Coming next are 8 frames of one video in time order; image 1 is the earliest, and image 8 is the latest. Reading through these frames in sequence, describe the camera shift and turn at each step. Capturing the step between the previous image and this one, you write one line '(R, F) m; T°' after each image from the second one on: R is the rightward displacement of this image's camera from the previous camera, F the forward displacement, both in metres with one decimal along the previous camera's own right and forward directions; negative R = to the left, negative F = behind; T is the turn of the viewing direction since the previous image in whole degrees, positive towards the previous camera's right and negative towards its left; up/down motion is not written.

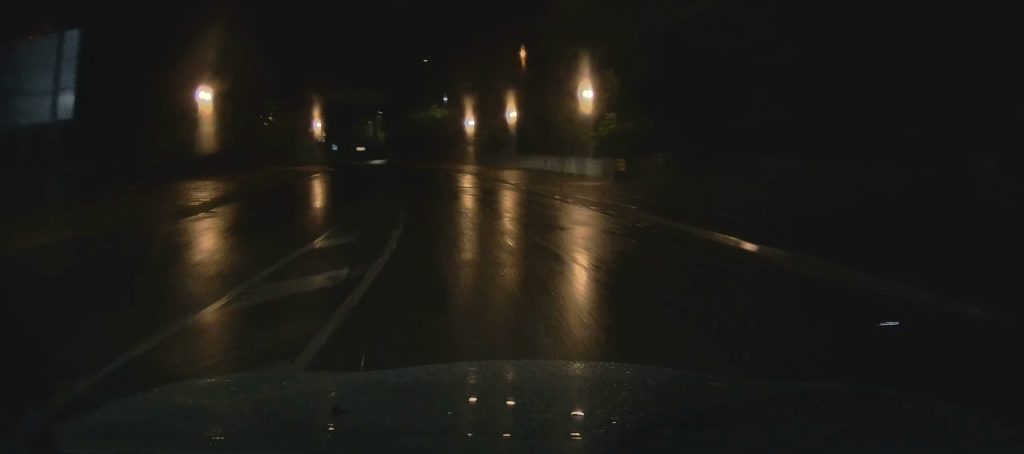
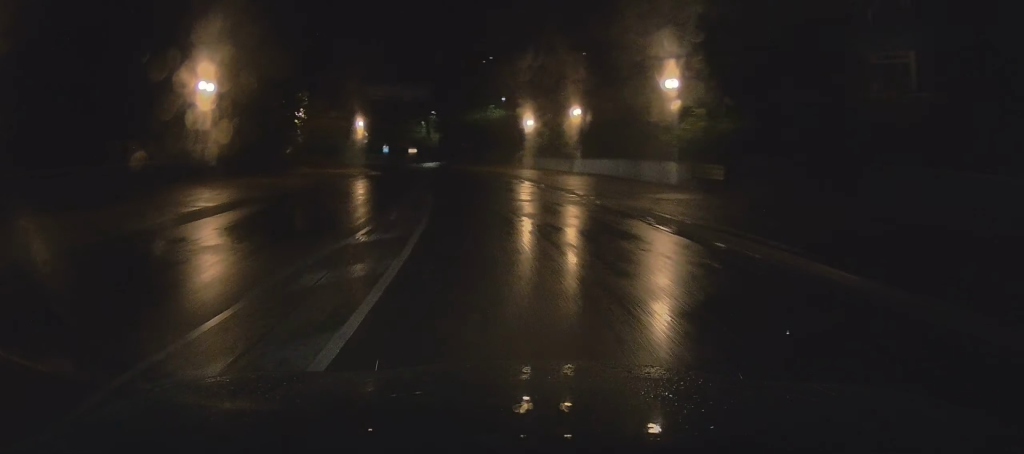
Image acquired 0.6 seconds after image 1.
(-0.3, +6.4) m; -7°
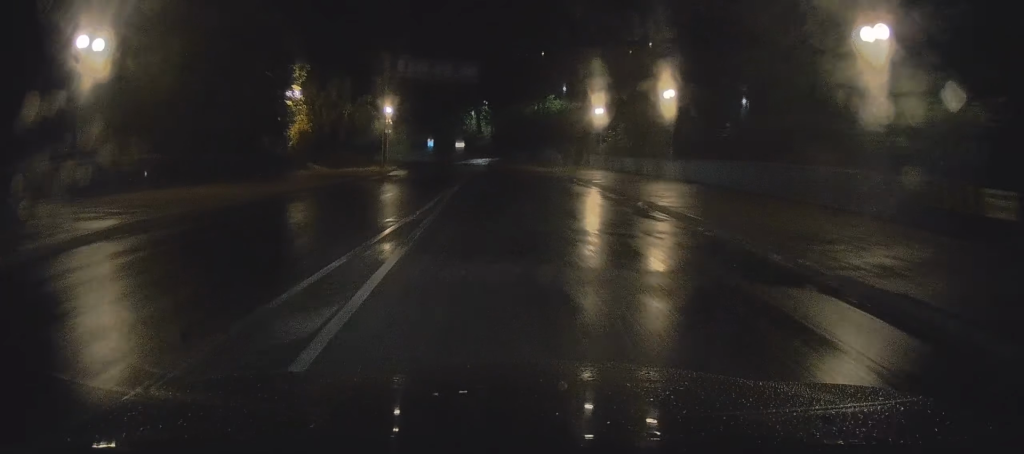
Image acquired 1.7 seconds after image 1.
(-1.1, +12.3) m; -5°
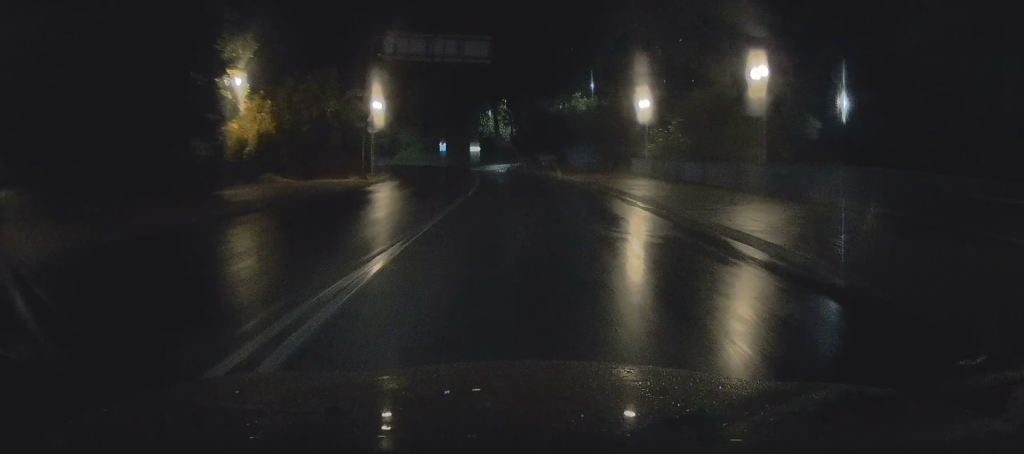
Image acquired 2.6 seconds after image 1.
(+0.2, +10.7) m; -1°
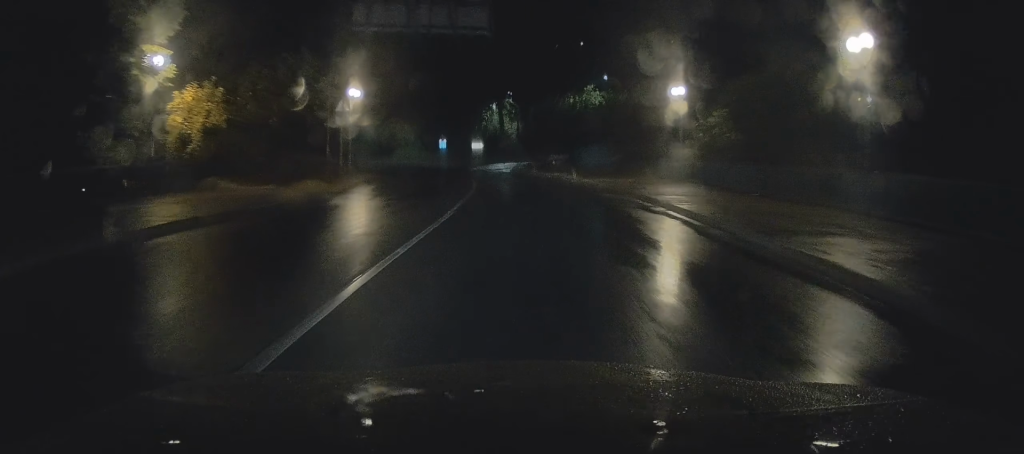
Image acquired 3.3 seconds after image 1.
(-0.2, +7.2) m; -1°
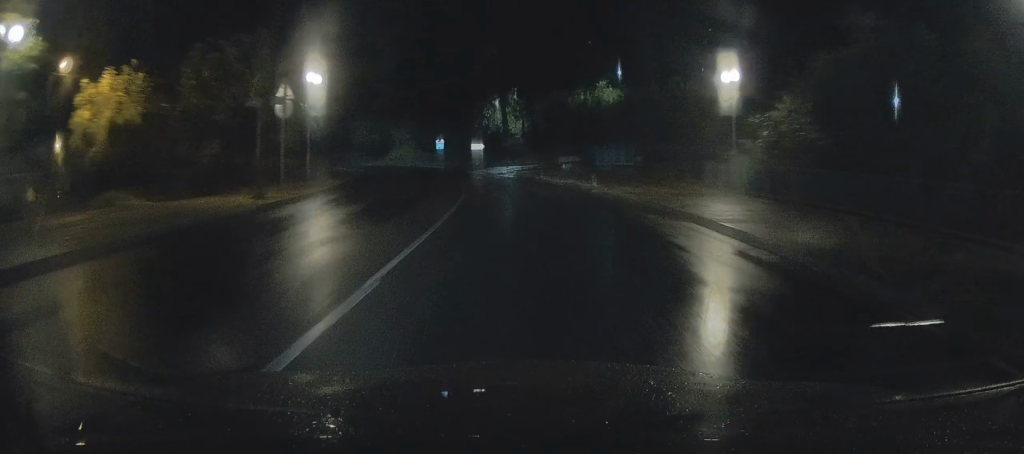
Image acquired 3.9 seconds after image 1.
(-0.1, +7.6) m; -1°
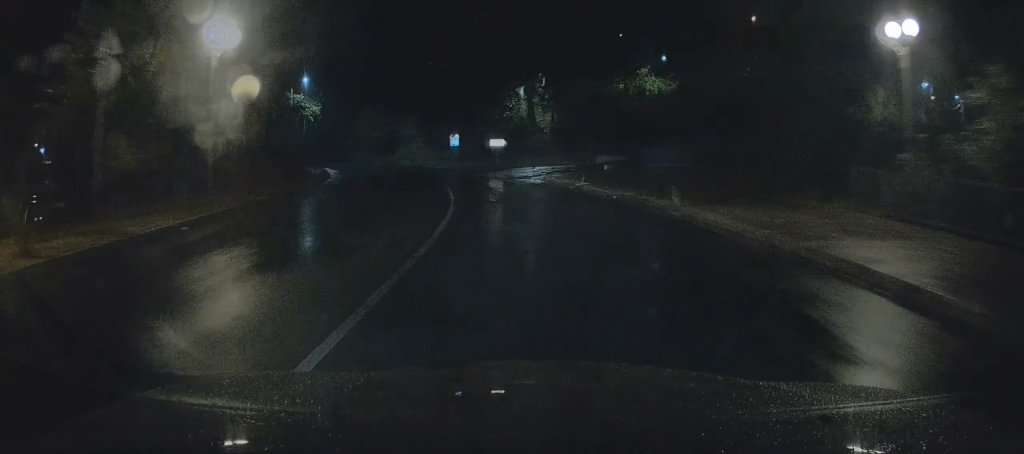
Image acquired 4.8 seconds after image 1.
(-0.1, +10.6) m; -2°
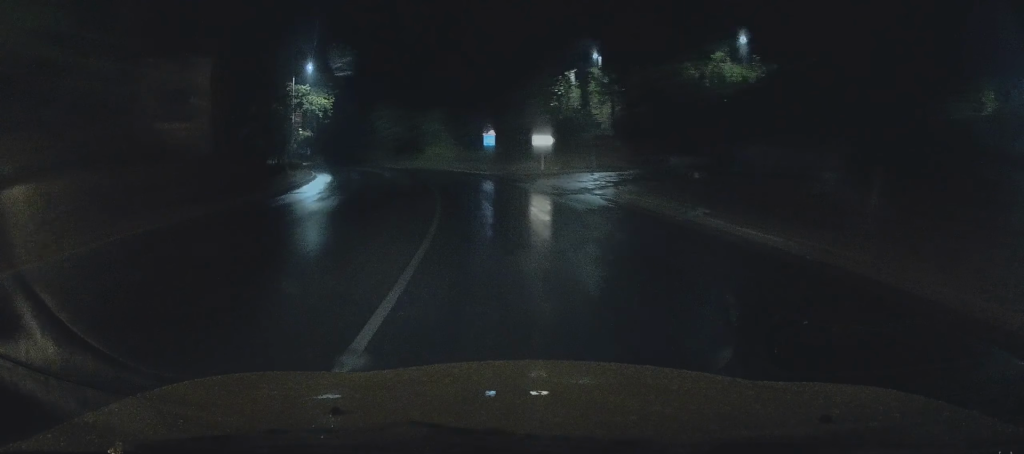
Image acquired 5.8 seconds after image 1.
(-0.2, +11.8) m; -5°
